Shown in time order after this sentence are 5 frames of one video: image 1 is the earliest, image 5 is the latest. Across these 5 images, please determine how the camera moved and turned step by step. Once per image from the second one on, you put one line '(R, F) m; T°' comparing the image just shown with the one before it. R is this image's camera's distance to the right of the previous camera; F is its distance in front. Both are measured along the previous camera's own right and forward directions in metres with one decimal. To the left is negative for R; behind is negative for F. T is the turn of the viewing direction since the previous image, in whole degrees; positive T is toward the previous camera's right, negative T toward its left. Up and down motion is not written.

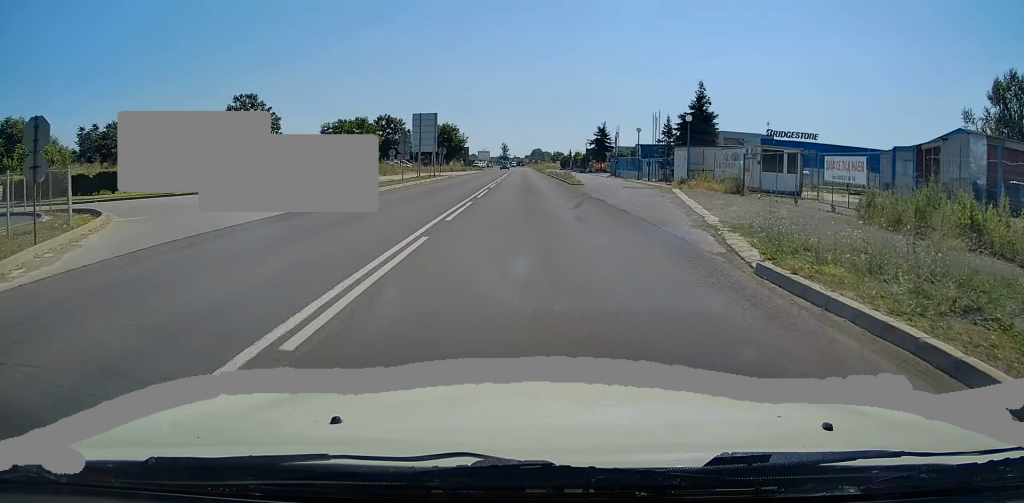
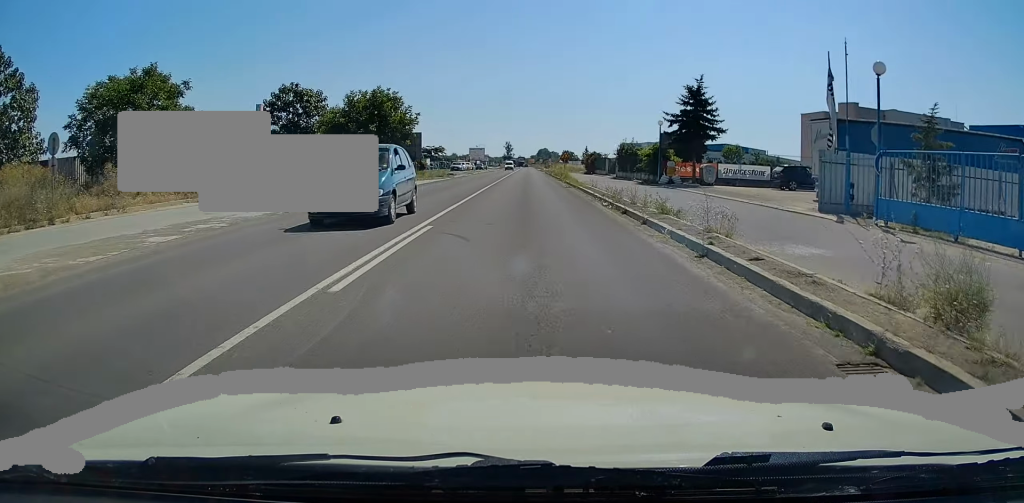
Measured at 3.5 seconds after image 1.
(-0.3, +52.0) m; -1°
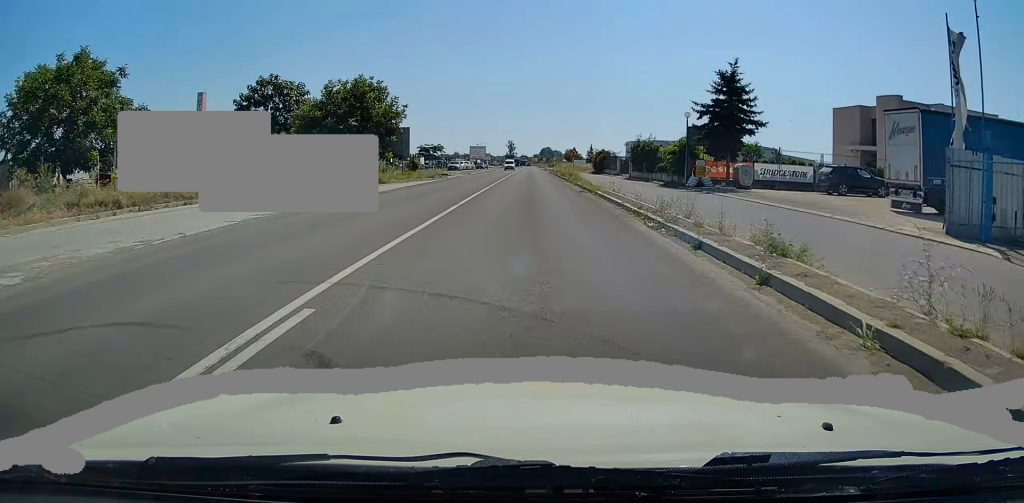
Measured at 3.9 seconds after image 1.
(0.0, +7.0) m; 0°
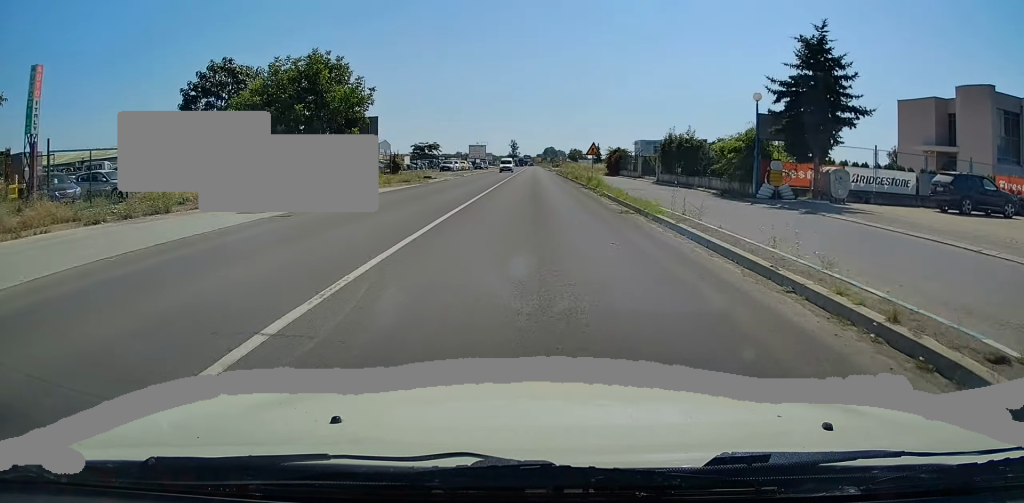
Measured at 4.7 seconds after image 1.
(0.0, +11.6) m; 0°
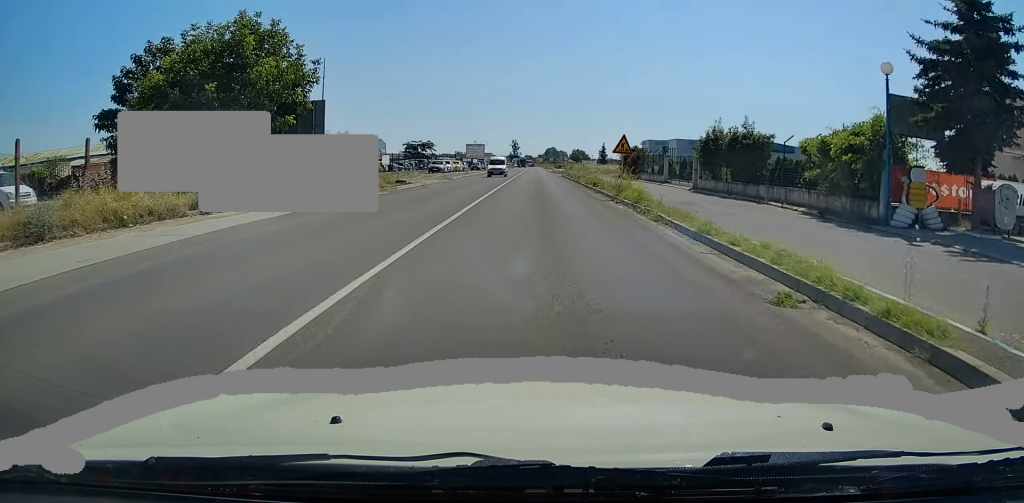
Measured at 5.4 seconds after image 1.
(-0.1, +10.5) m; 0°
